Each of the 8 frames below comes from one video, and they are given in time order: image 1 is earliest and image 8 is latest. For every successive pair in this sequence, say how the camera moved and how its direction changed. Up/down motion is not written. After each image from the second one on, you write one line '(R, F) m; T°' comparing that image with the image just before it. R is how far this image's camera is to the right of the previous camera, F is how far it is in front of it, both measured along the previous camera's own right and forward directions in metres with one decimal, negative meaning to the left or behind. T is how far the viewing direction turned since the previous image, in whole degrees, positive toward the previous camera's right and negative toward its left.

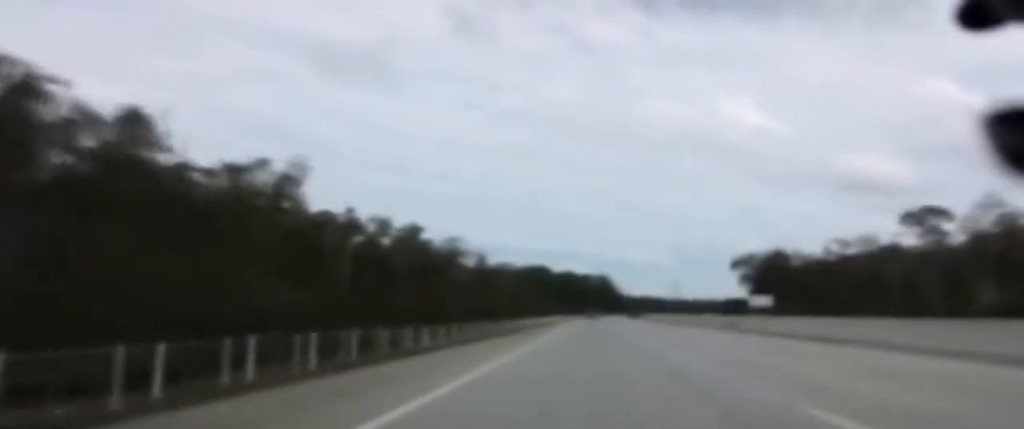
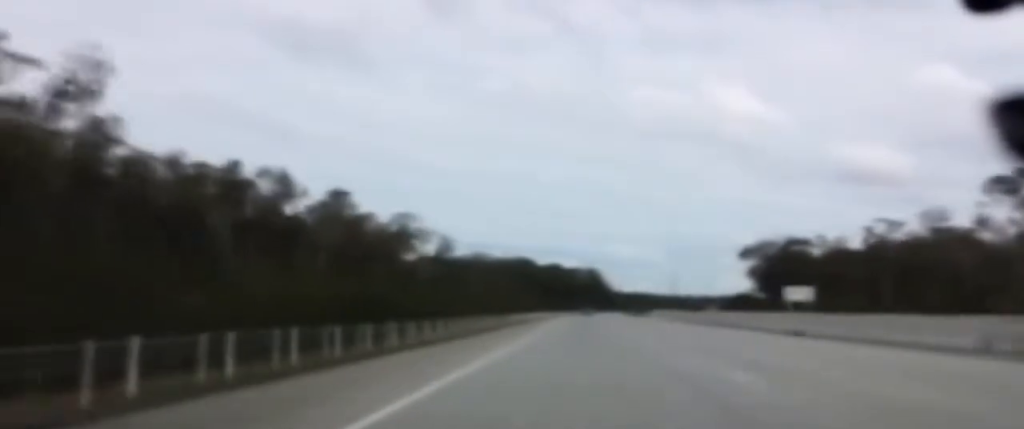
(-0.3, +30.2) m; 0°
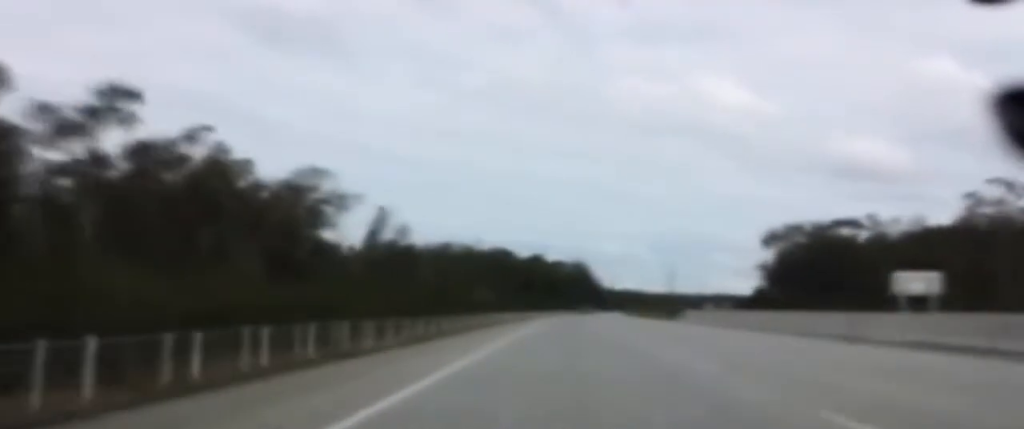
(+0.3, +42.4) m; 0°
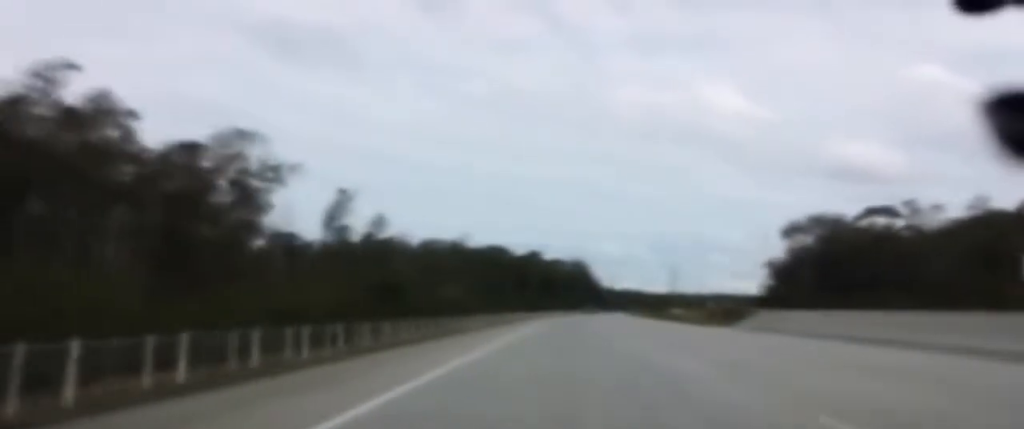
(-0.4, +24.2) m; 0°
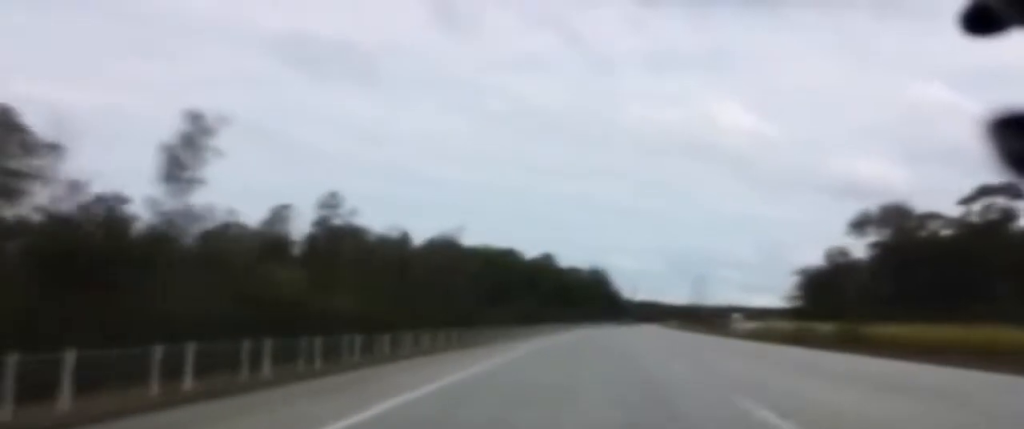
(+0.4, +45.3) m; +1°
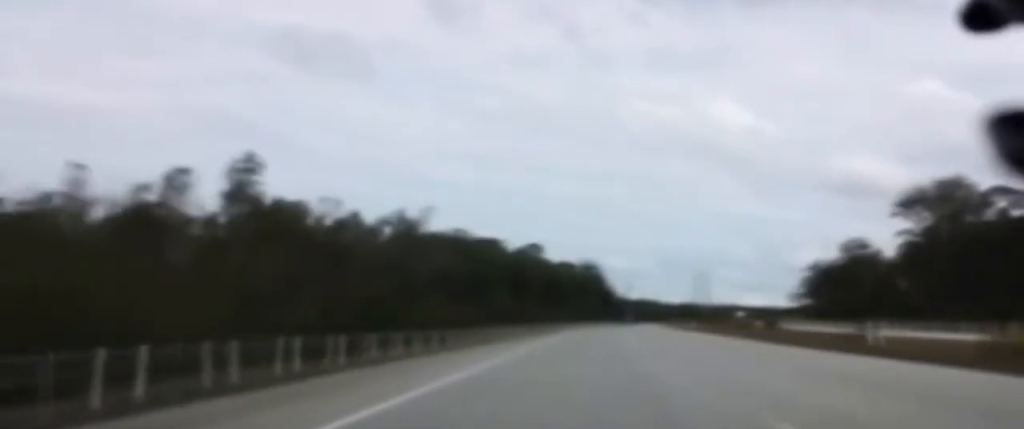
(0.0, +25.1) m; 0°
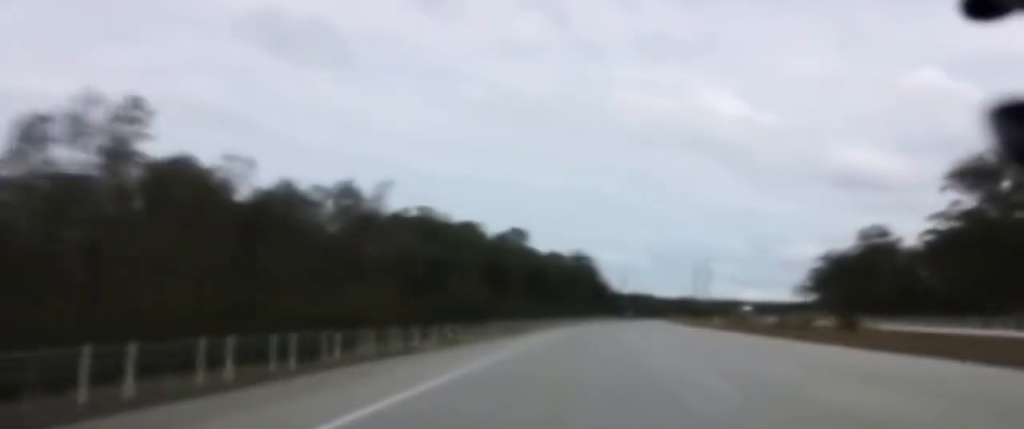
(+0.2, +18.1) m; 0°
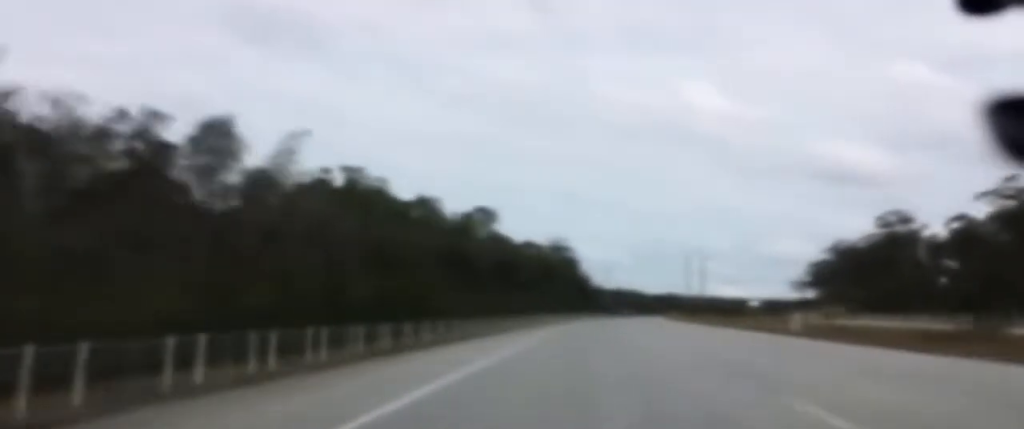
(0.0, +28.4) m; 0°
